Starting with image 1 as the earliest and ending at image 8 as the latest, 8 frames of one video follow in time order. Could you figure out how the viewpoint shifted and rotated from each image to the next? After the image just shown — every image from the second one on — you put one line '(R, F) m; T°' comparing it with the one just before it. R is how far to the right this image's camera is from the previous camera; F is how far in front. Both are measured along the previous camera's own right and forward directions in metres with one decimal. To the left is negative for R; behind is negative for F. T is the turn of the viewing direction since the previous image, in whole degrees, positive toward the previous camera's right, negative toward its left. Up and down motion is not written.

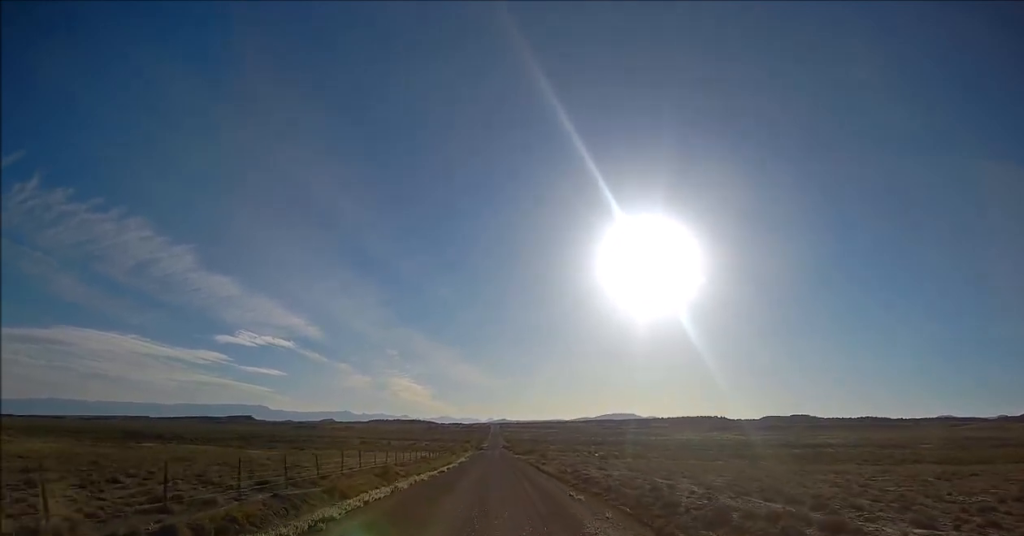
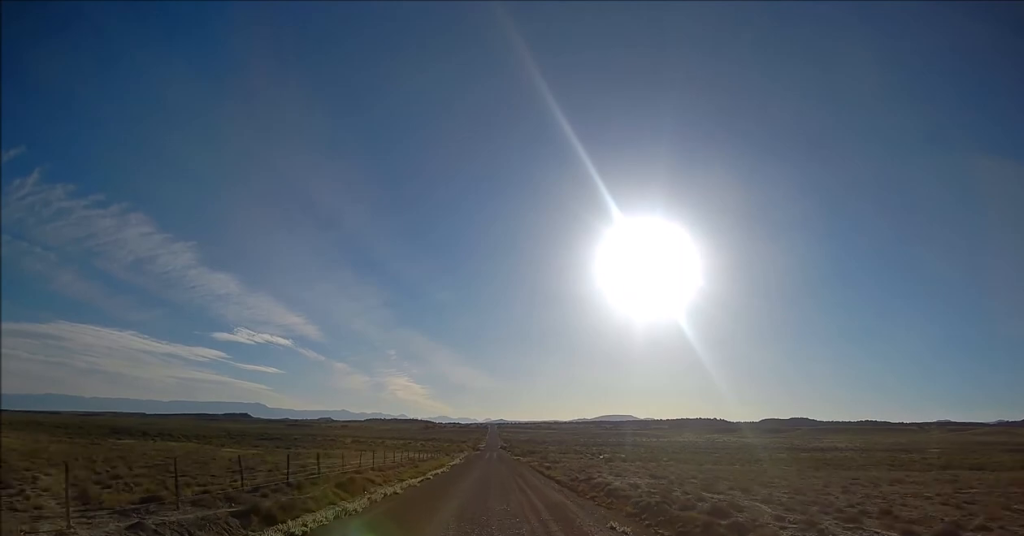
(-0.1, +11.2) m; 0°
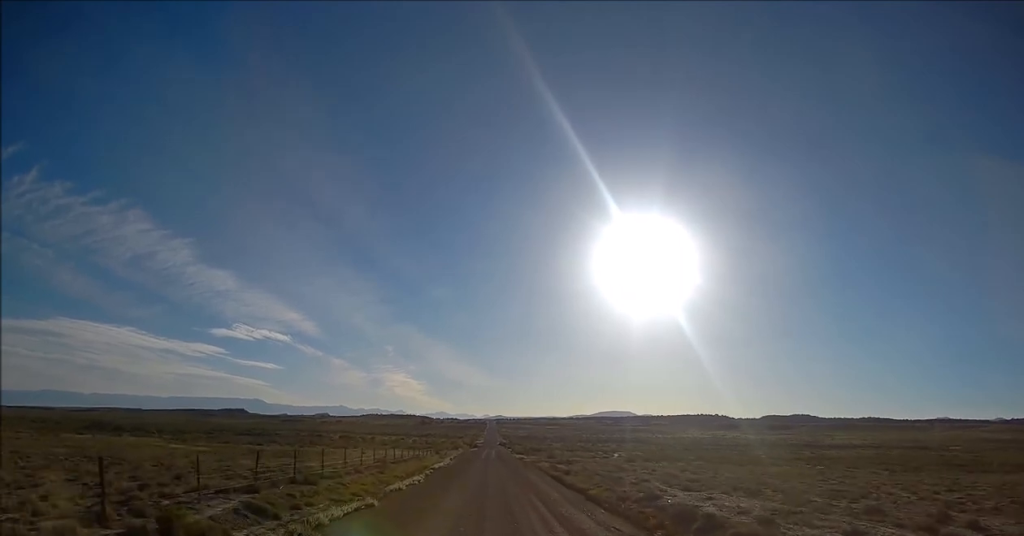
(+0.1, +20.2) m; 0°
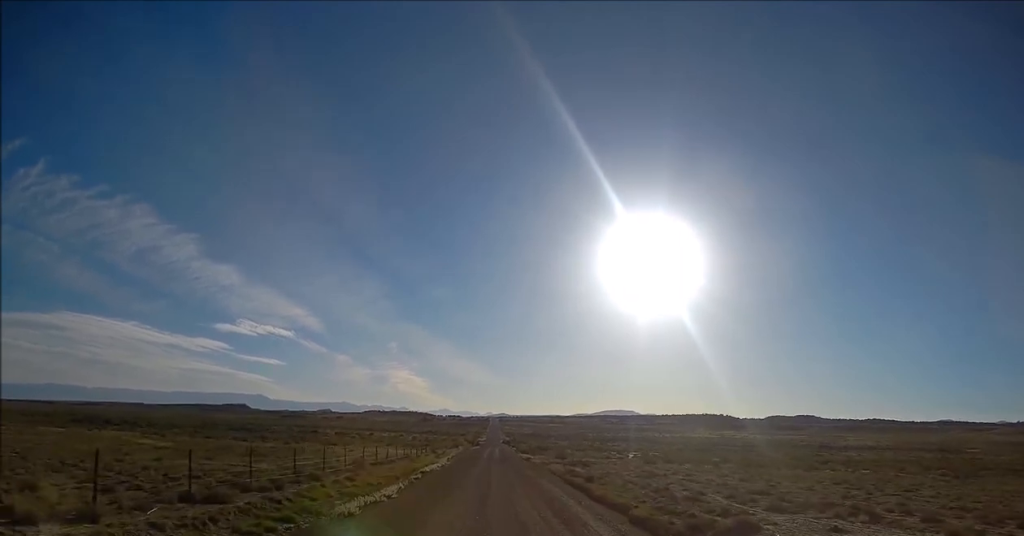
(0.0, +11.1) m; 0°
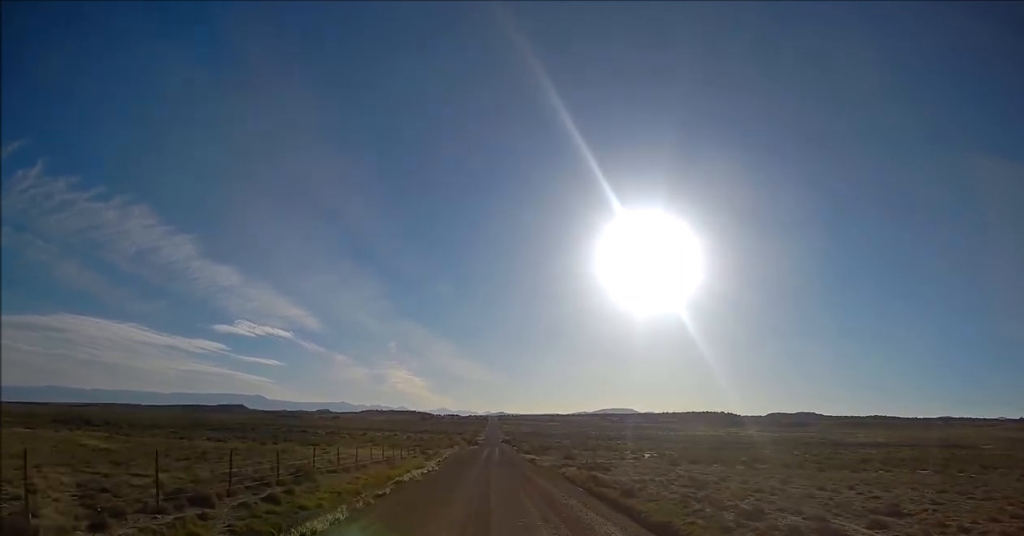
(0.0, +12.9) m; 0°
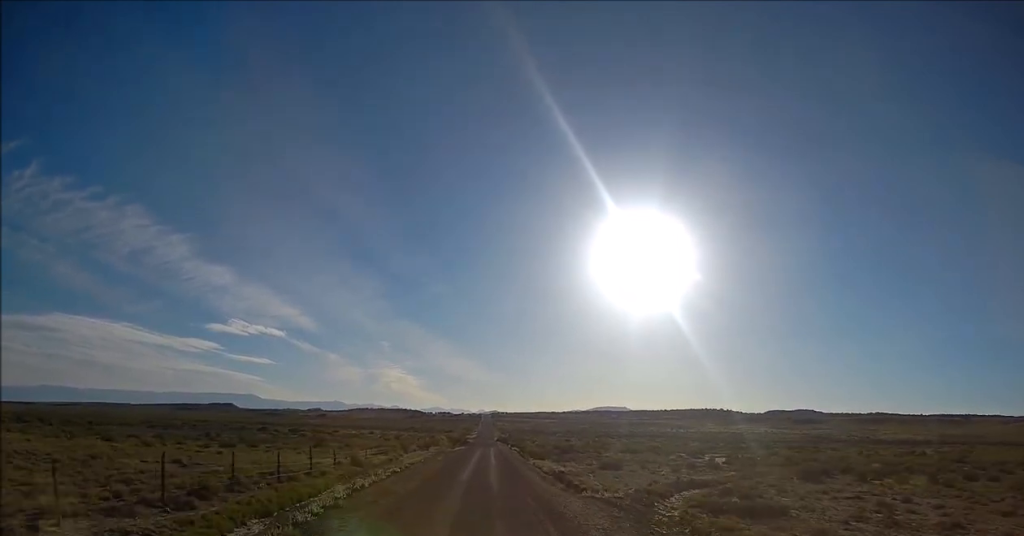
(+0.1, +38.0) m; 0°
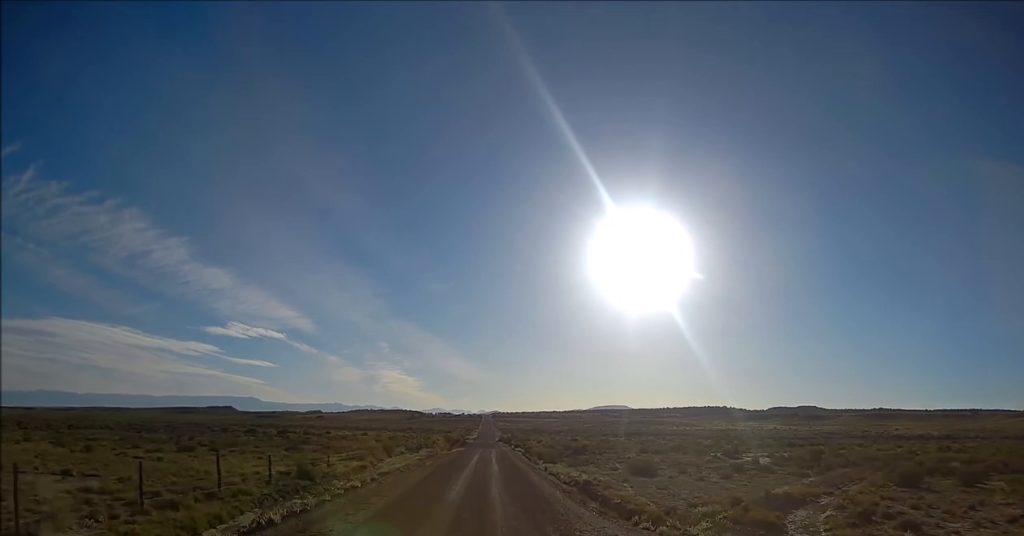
(0.0, +11.8) m; 0°
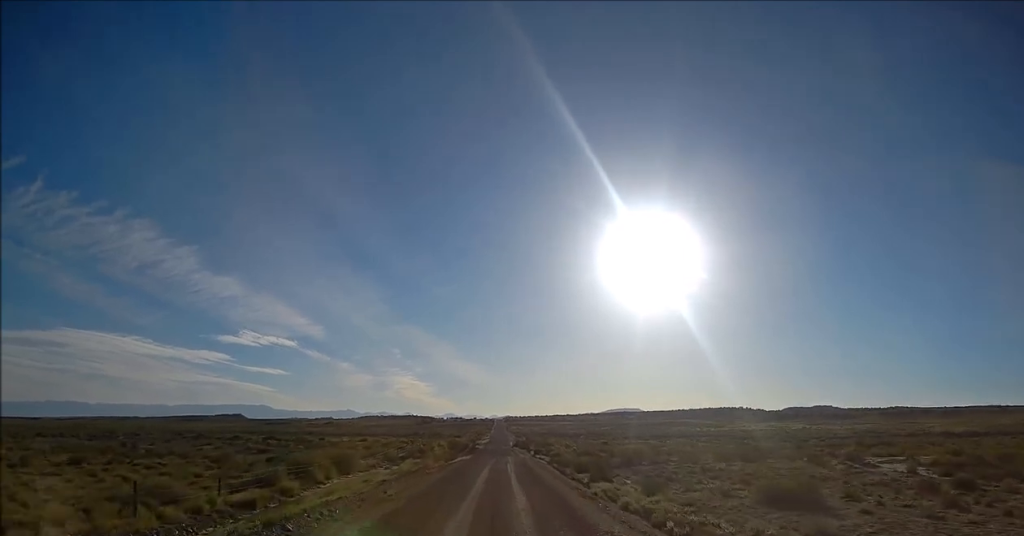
(-0.2, +22.3) m; 0°
